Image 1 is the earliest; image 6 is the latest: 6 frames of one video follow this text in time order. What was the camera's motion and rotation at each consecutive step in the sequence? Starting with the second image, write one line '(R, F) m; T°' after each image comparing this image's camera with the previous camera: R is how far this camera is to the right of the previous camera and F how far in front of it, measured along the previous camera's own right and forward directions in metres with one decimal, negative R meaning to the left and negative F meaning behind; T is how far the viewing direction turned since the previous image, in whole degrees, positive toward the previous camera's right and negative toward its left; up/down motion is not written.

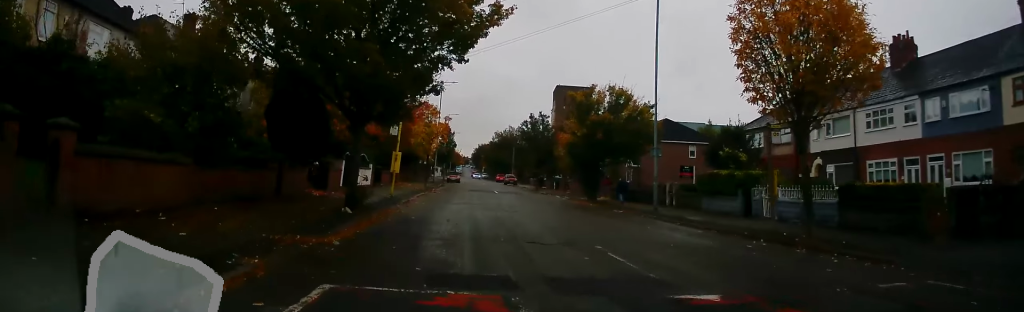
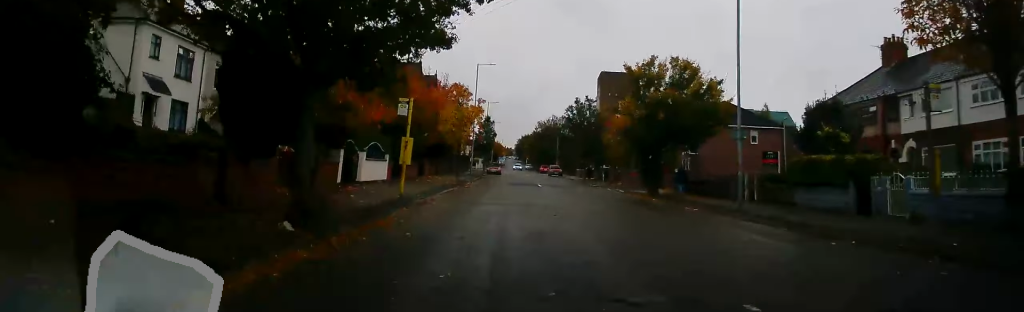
(-0.5, +5.3) m; -3°
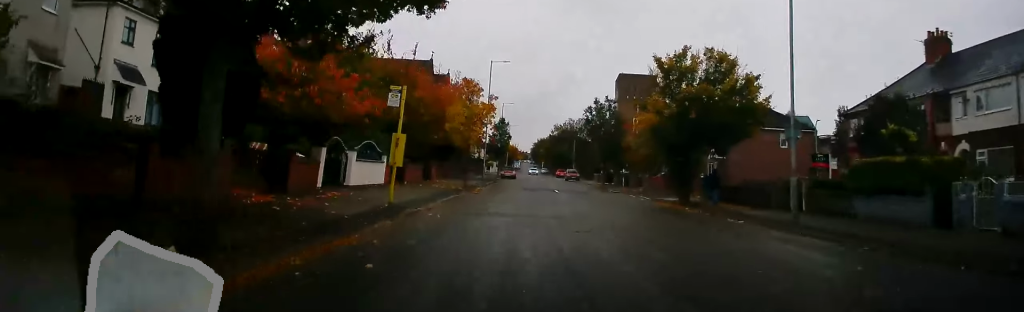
(+0.2, +3.3) m; 0°
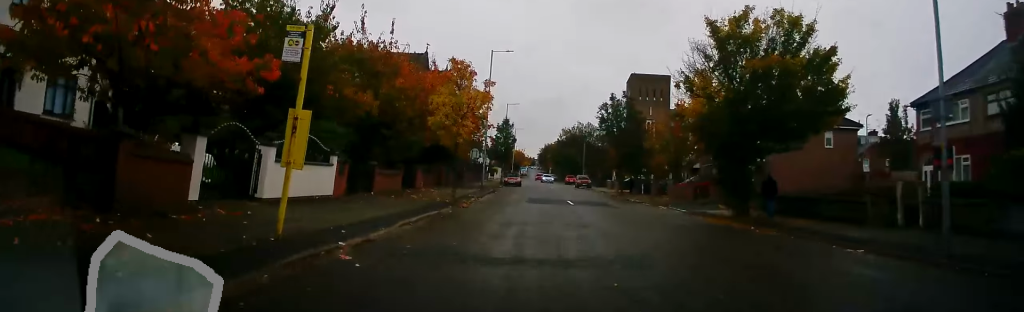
(-0.3, +7.0) m; -3°
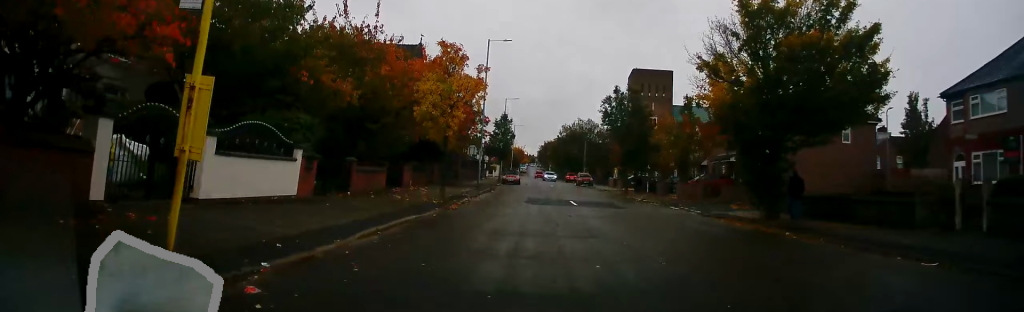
(0.0, +2.5) m; 0°
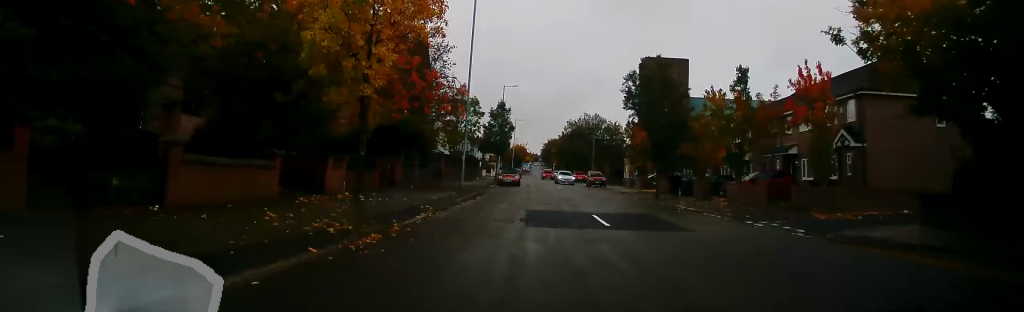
(+0.1, +10.2) m; 0°
